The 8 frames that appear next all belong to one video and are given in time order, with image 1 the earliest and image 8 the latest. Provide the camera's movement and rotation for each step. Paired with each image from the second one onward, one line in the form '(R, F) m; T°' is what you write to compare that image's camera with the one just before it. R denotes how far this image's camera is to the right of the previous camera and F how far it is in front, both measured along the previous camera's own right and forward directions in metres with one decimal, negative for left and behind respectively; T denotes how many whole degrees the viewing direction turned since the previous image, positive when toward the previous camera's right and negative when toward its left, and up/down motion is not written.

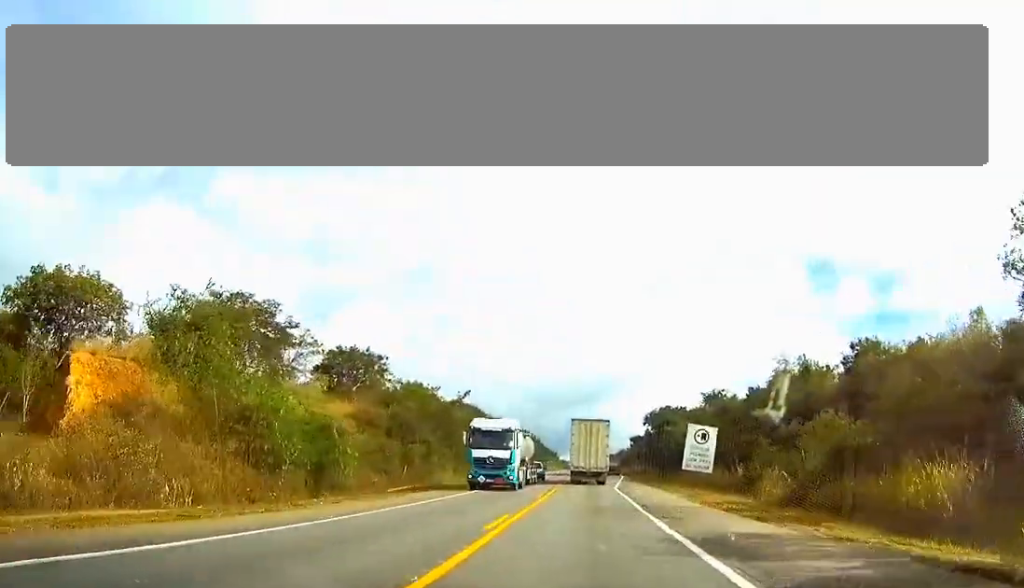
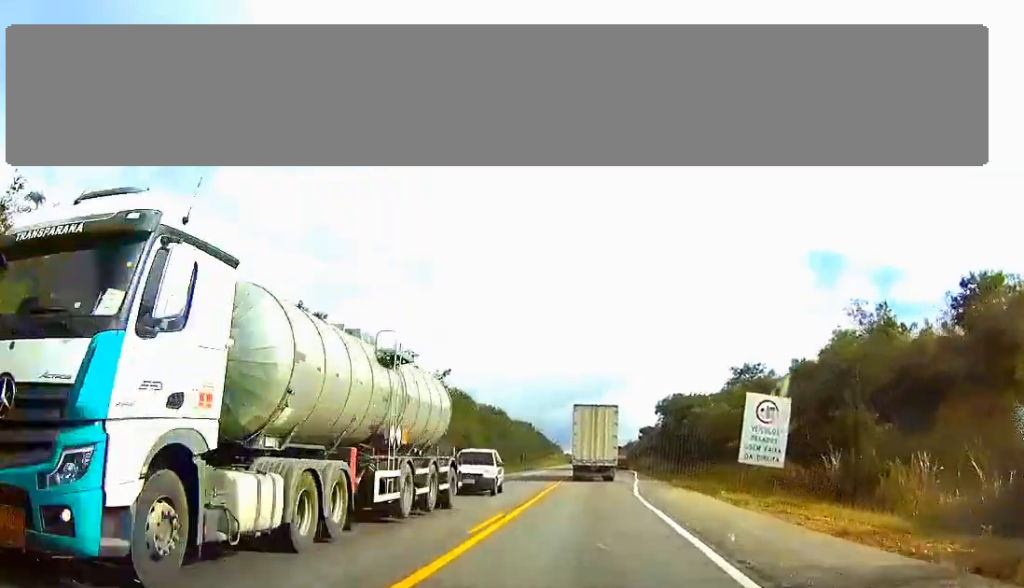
(0.0, +18.6) m; 0°
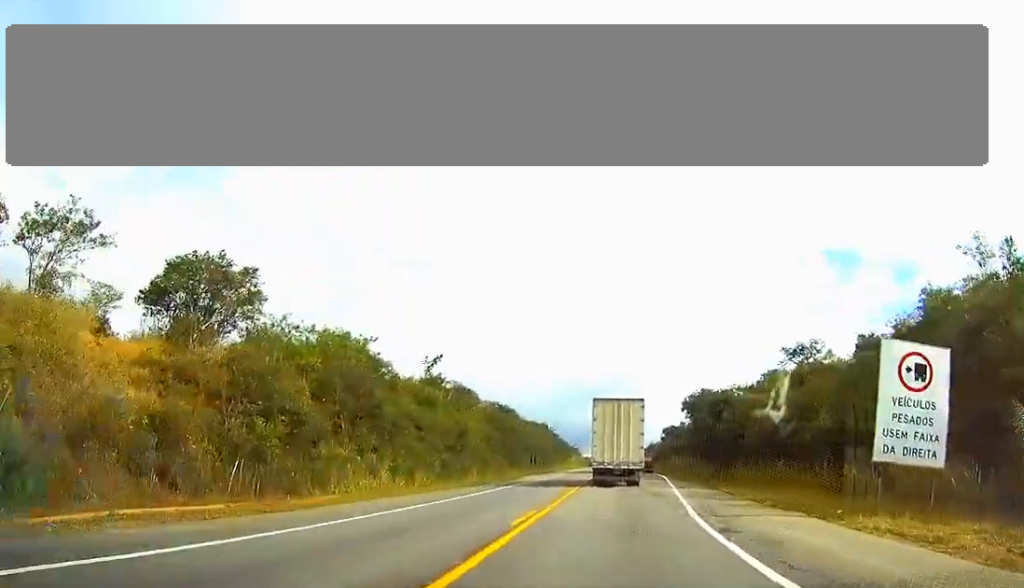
(-0.2, +14.7) m; -1°
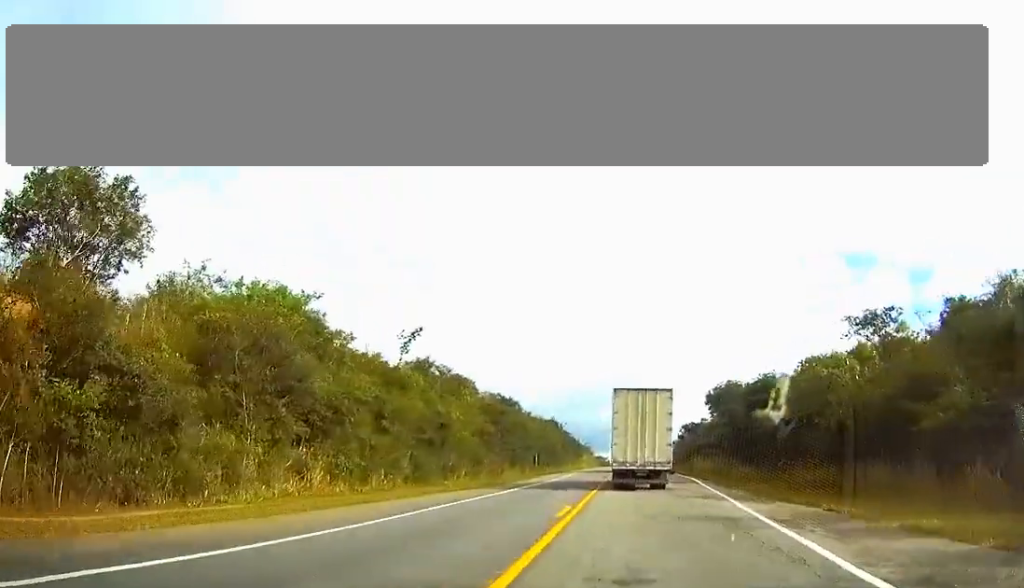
(-0.1, +14.4) m; 0°
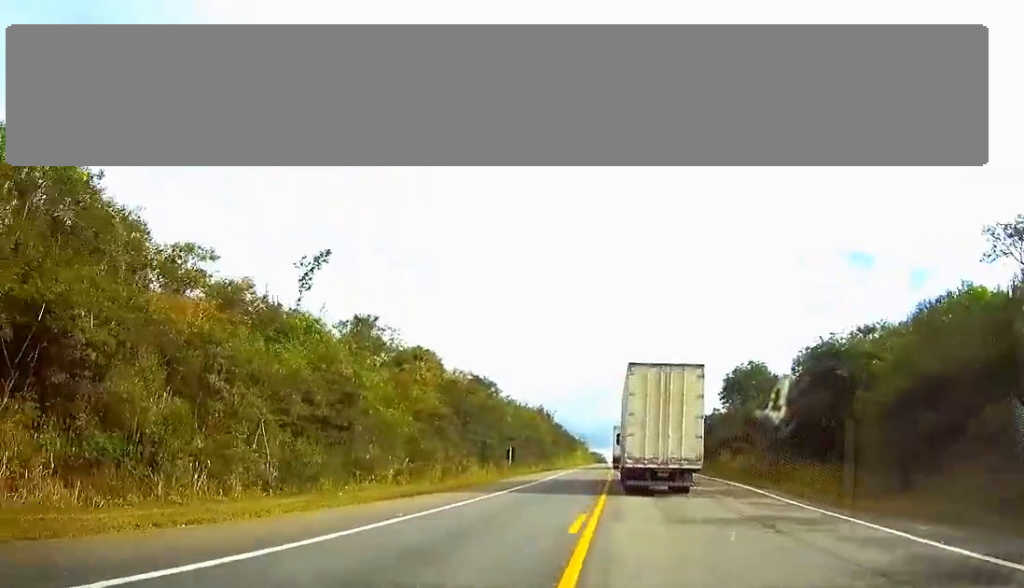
(0.0, +21.3) m; 0°
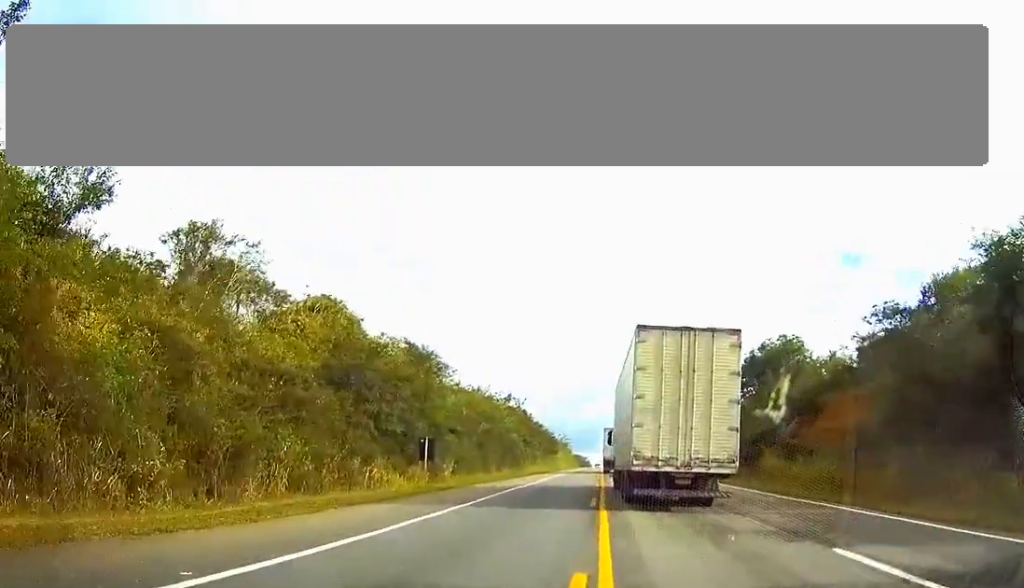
(+0.1, +25.8) m; 0°
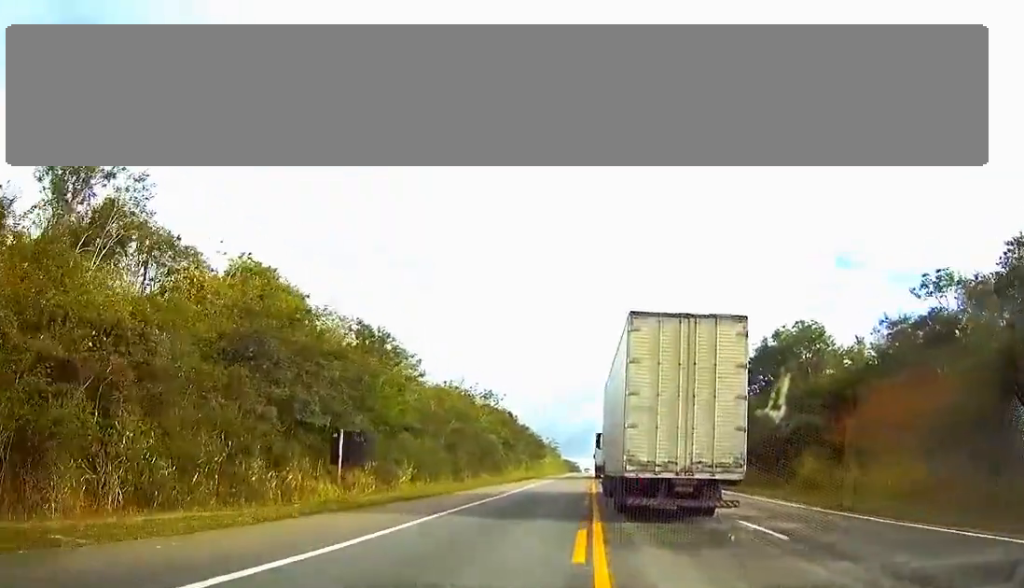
(0.0, +10.9) m; 0°
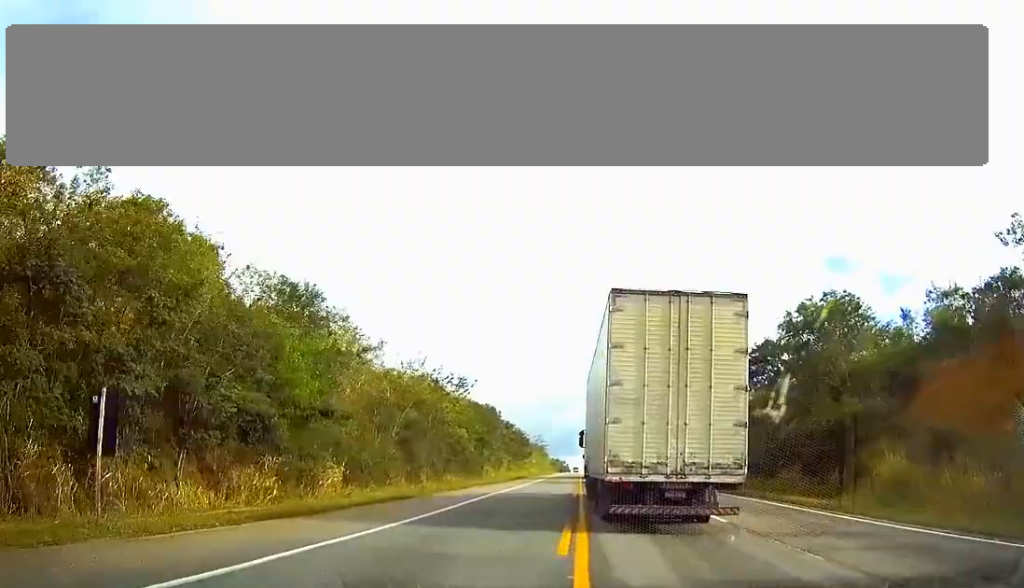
(0.0, +12.4) m; 0°
